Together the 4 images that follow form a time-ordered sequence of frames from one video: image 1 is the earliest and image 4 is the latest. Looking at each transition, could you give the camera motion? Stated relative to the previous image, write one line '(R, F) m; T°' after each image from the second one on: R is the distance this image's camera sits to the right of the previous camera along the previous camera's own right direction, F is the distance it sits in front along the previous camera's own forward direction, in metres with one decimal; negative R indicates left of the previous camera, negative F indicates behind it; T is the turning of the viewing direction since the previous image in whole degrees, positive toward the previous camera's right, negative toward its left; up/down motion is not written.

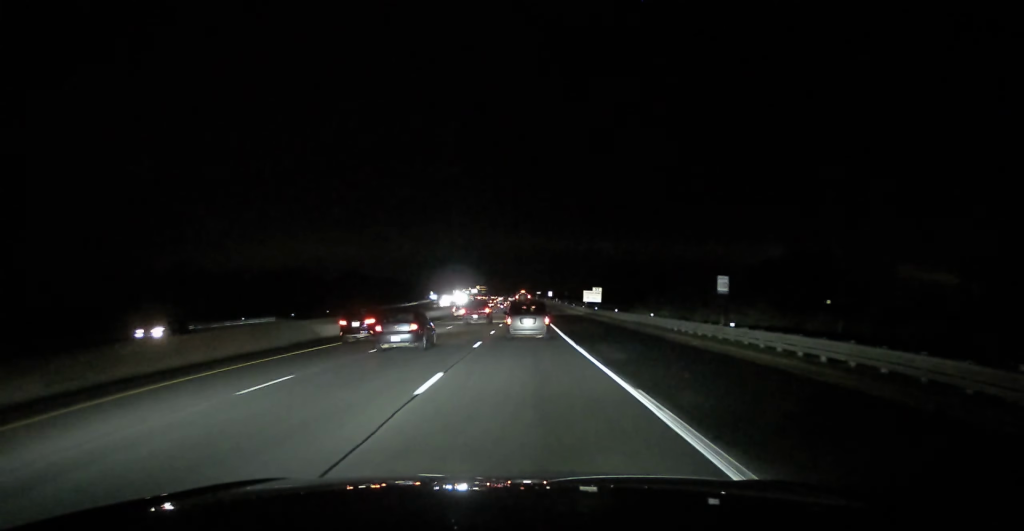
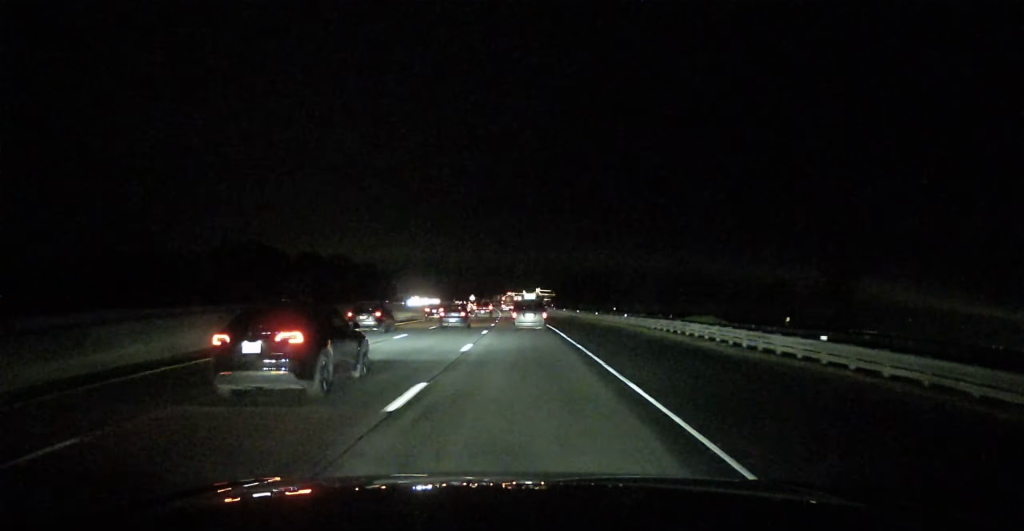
(-17.0, +348.6) m; -7°
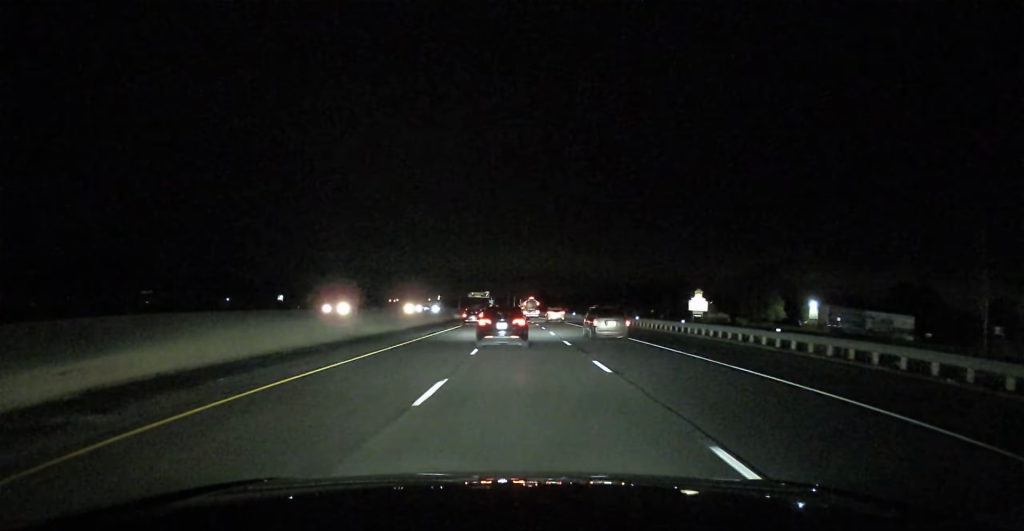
(-61.9, +495.7) m; -14°
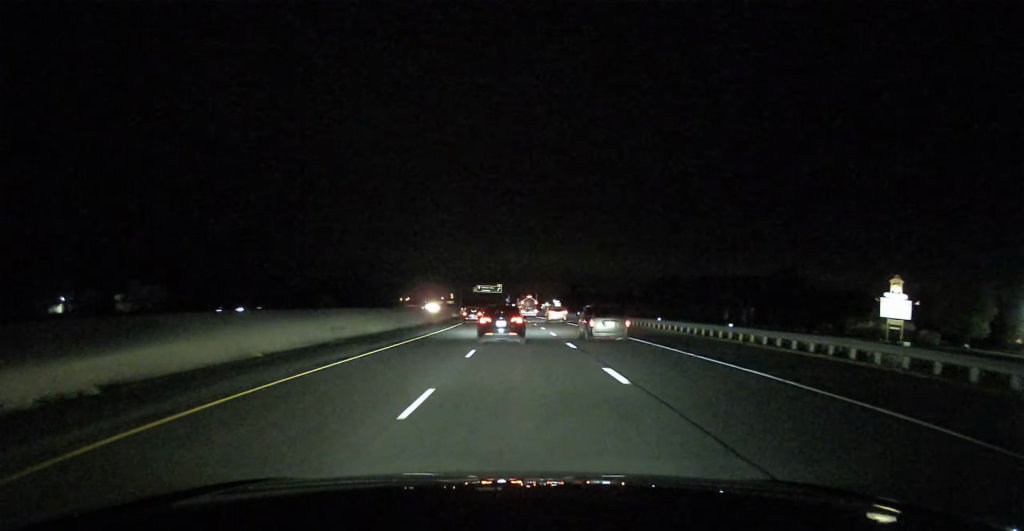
(-1.8, +86.1) m; -2°
